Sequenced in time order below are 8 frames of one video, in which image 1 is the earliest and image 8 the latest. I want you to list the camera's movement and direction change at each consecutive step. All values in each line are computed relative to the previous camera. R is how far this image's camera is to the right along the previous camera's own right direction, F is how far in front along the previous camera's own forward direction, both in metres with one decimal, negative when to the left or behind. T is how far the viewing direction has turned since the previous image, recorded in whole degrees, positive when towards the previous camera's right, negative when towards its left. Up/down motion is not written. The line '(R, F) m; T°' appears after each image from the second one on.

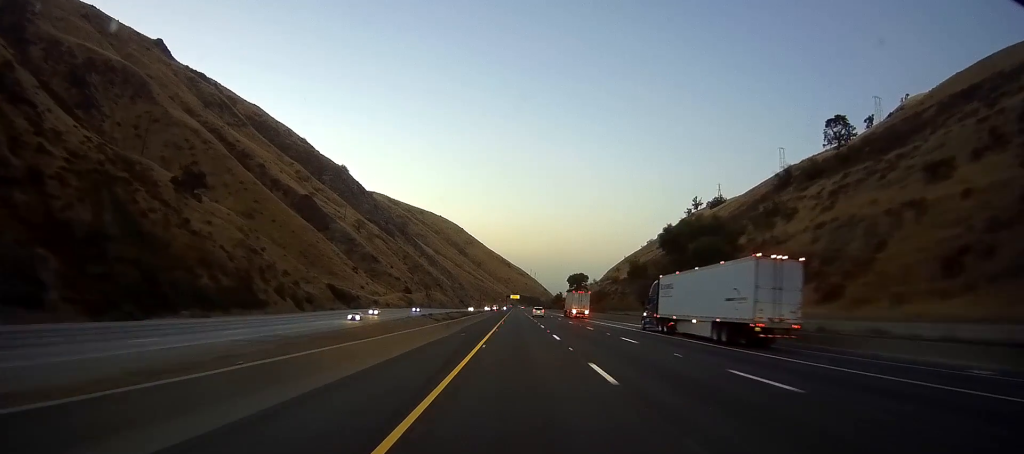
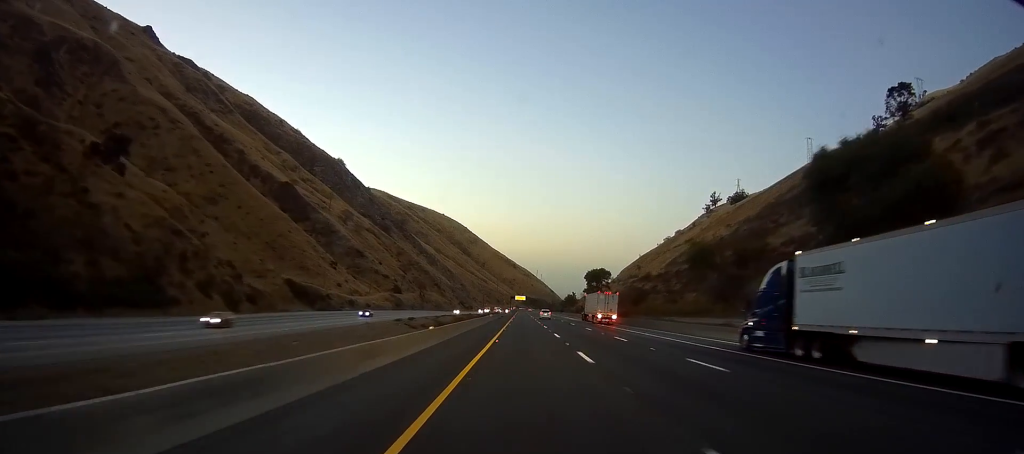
(0.0, +39.3) m; 0°
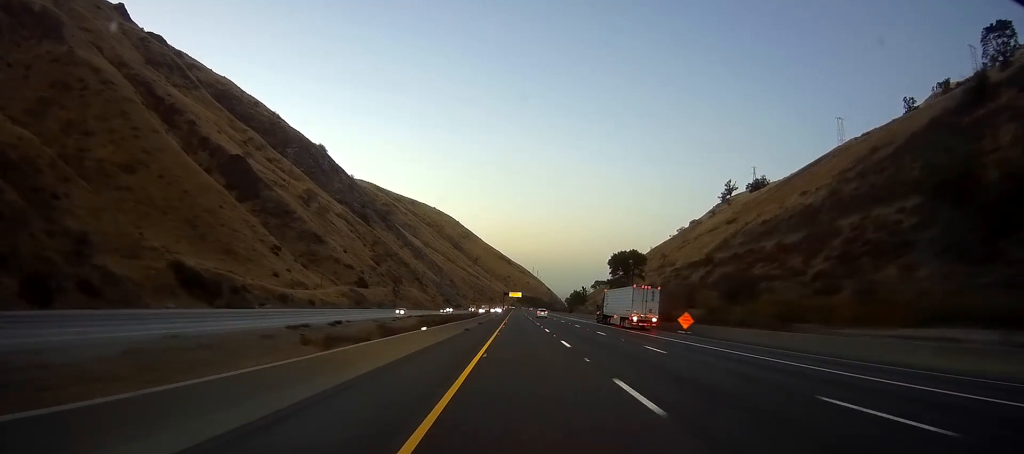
(+0.1, +52.6) m; +1°
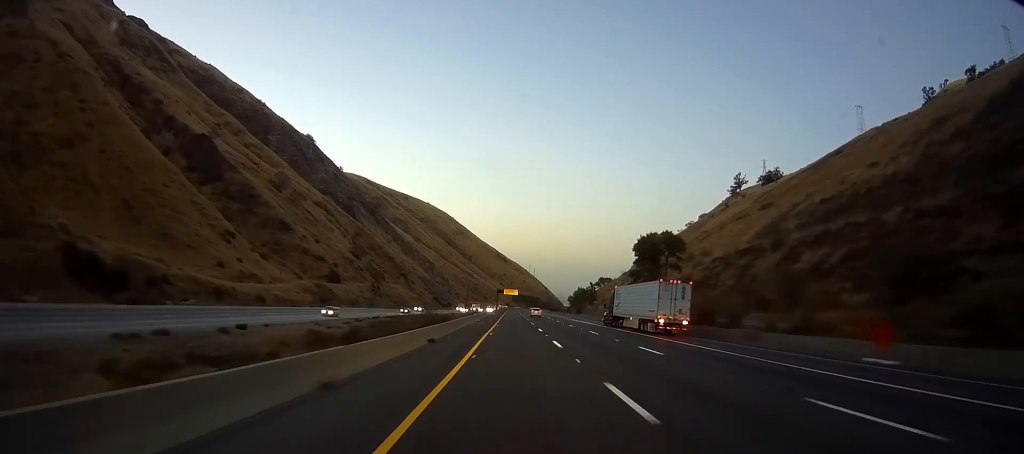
(+0.6, +29.7) m; 0°
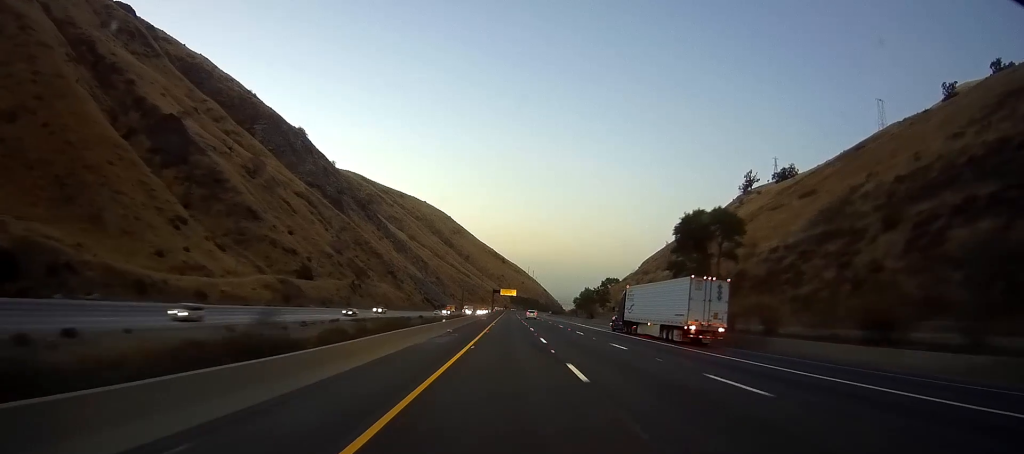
(-0.2, +24.8) m; -1°
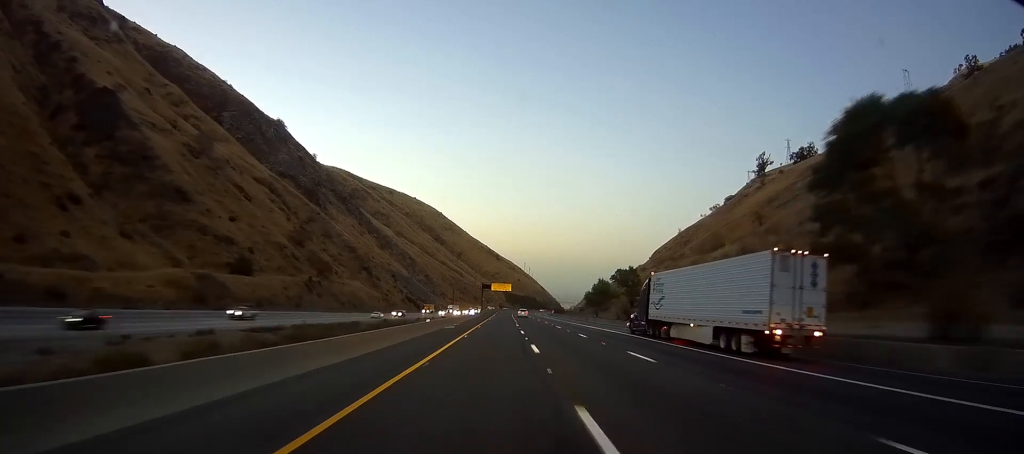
(-0.4, +37.2) m; 0°
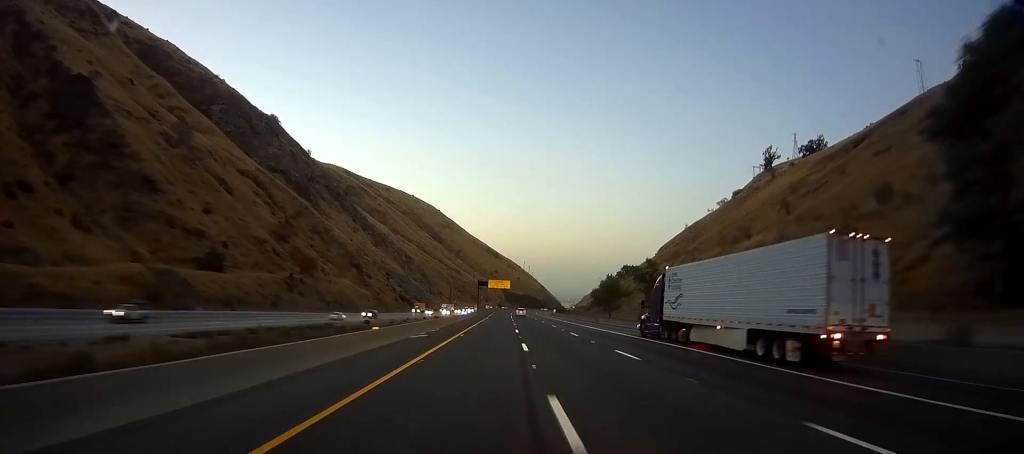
(0.0, +13.4) m; +1°
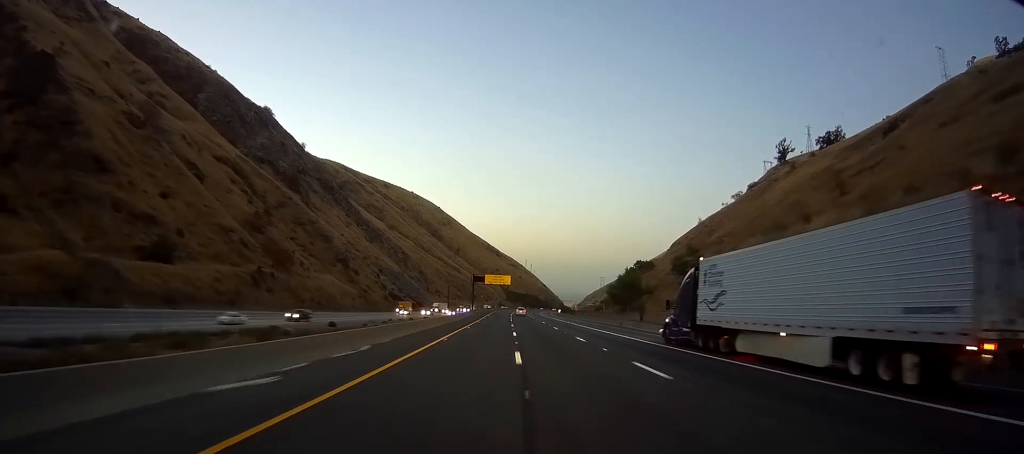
(+0.4, +19.5) m; +1°
